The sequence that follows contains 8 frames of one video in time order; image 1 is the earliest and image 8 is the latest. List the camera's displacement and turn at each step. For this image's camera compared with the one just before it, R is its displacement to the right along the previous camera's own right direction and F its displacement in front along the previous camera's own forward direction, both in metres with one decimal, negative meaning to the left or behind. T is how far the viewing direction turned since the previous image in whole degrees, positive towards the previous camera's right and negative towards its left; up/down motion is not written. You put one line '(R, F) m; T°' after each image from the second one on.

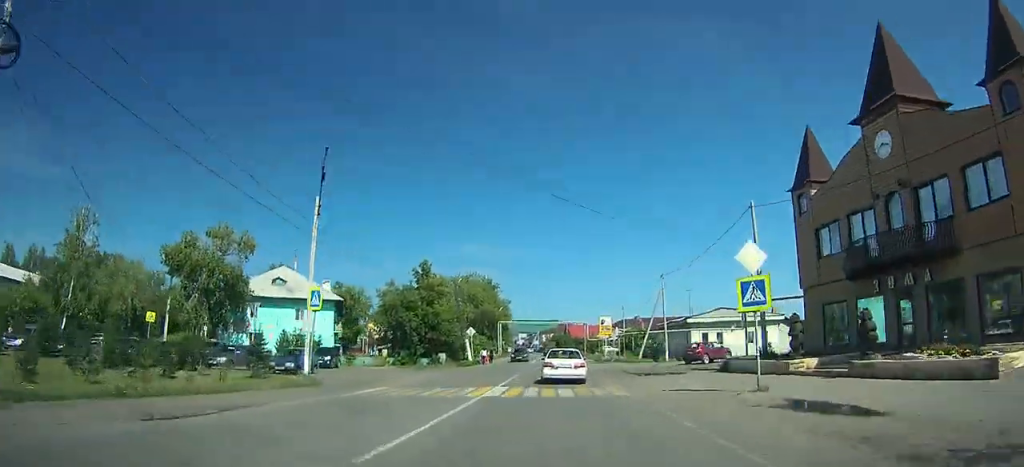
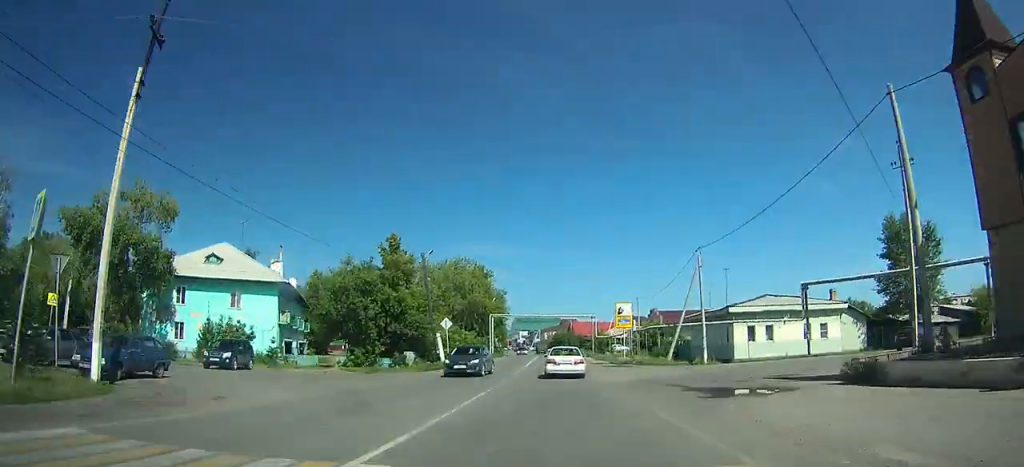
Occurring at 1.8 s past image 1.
(+0.1, +15.0) m; 0°
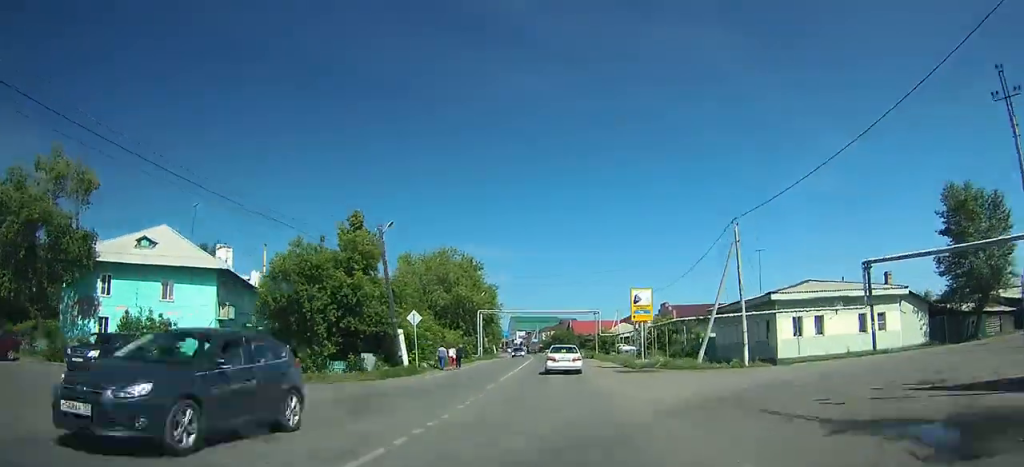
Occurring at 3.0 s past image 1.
(0.0, +10.5) m; 0°
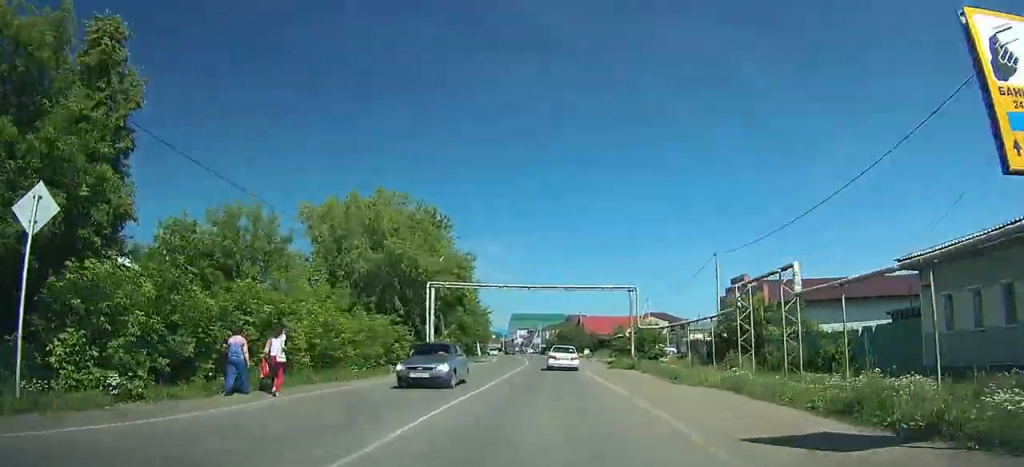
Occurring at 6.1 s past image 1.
(-0.3, +28.6) m; -1°
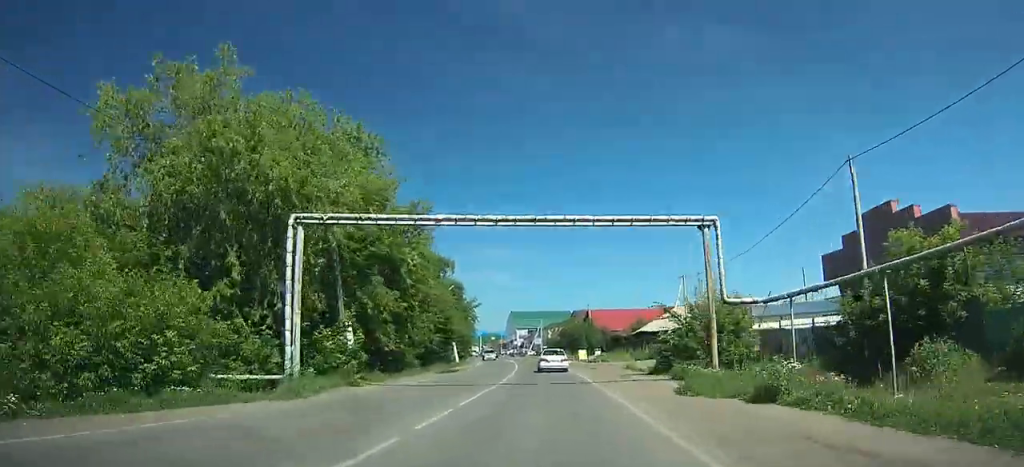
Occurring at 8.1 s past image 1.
(-0.3, +19.8) m; 0°
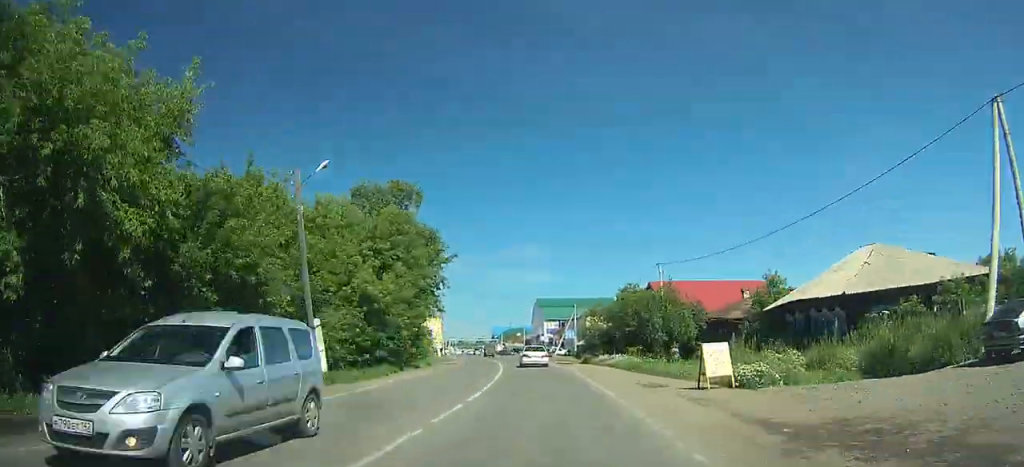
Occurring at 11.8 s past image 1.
(+0.6, +42.0) m; -1°
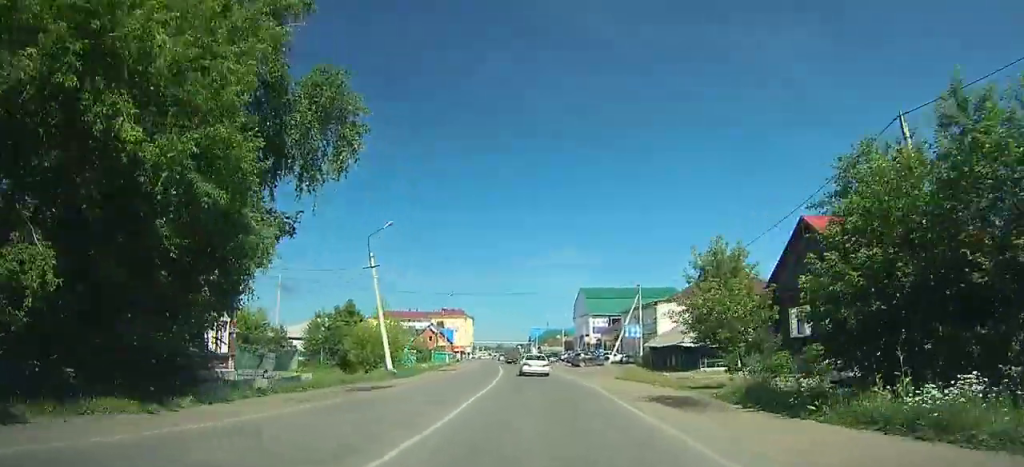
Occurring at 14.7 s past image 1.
(-0.8, +32.5) m; -7°
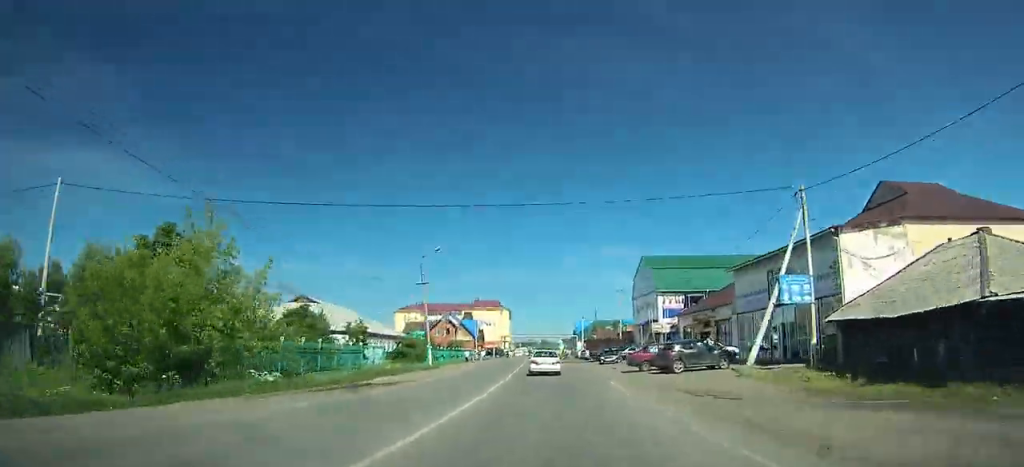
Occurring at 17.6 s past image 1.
(-3.2, +29.8) m; -5°
